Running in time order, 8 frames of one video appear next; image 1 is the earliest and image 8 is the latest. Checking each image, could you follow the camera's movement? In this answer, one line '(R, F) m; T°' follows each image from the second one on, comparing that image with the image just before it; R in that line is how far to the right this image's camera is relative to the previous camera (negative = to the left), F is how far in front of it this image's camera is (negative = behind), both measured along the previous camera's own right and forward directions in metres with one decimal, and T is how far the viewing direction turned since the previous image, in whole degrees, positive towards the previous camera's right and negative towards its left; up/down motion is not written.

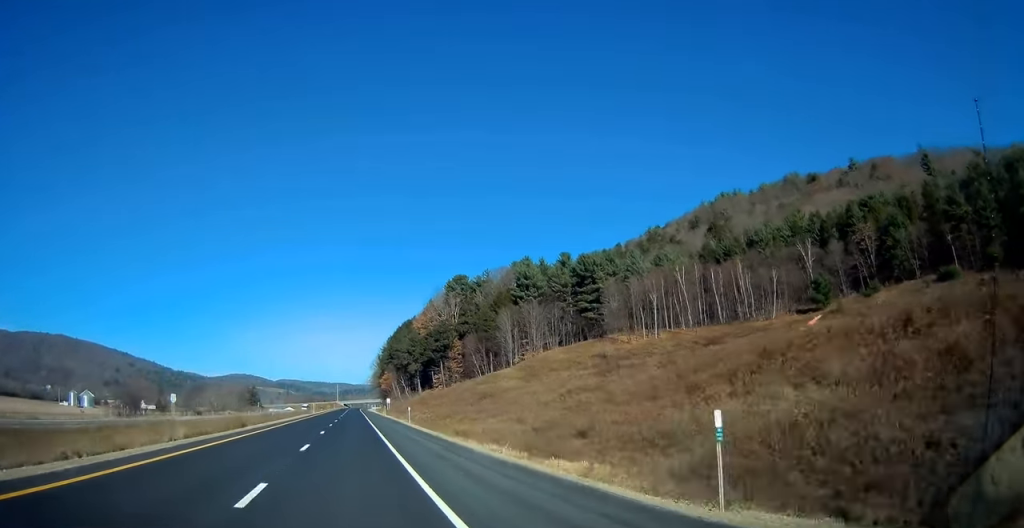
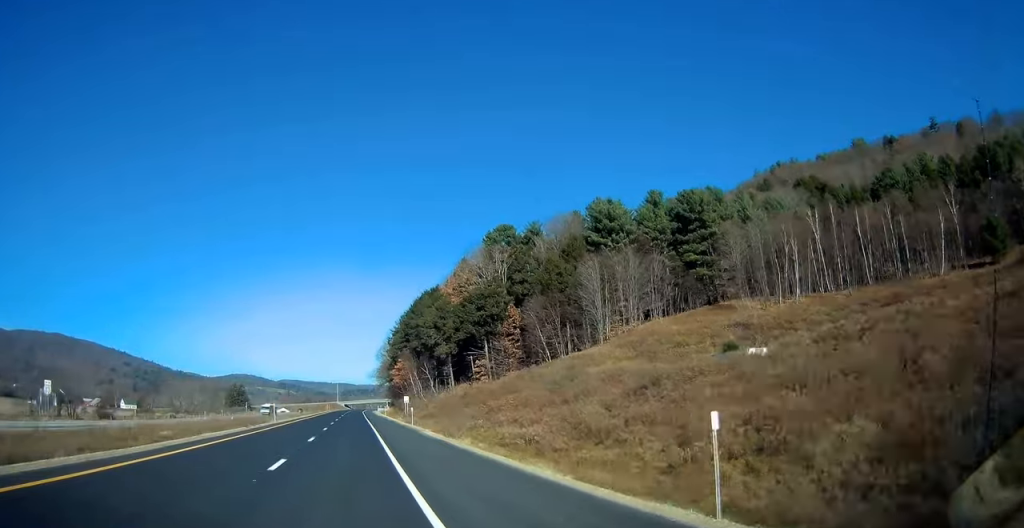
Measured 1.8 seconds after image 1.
(0.0, +55.5) m; 0°
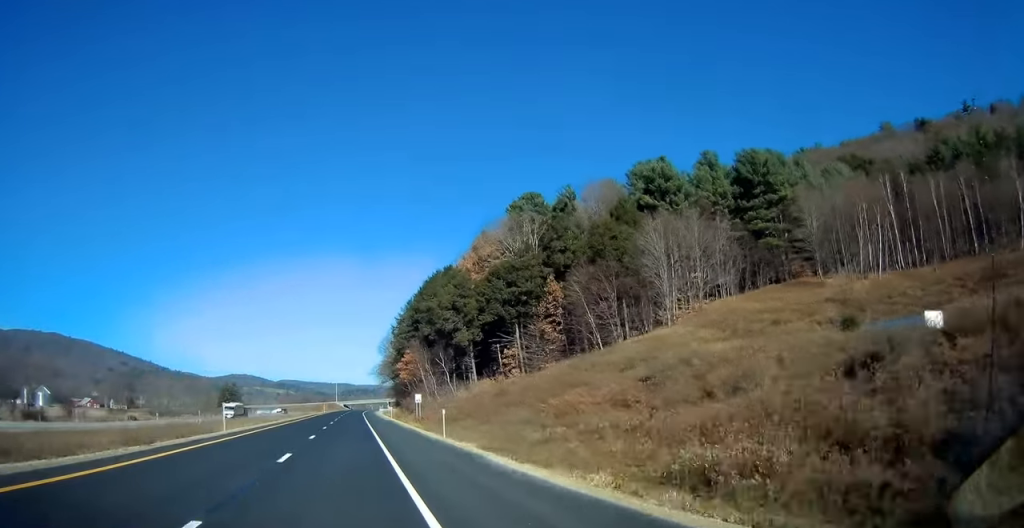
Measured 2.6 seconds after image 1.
(0.0, +22.2) m; 0°
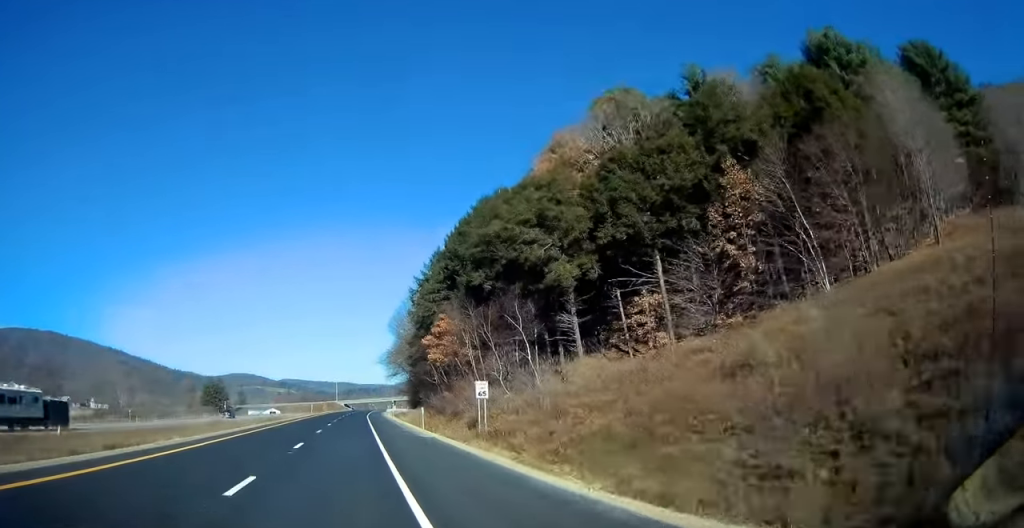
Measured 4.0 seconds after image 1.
(0.0, +43.4) m; 0°
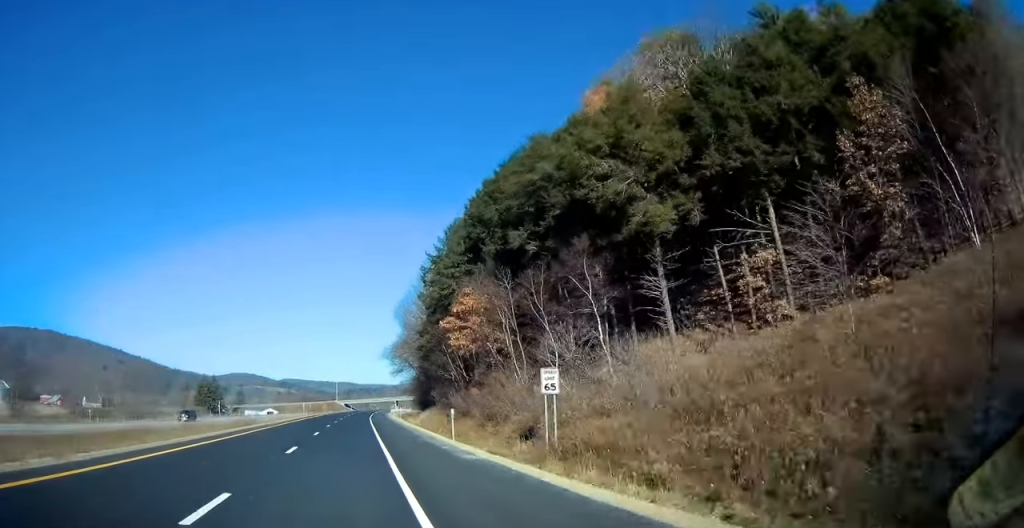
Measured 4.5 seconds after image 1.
(0.0, +15.1) m; 0°
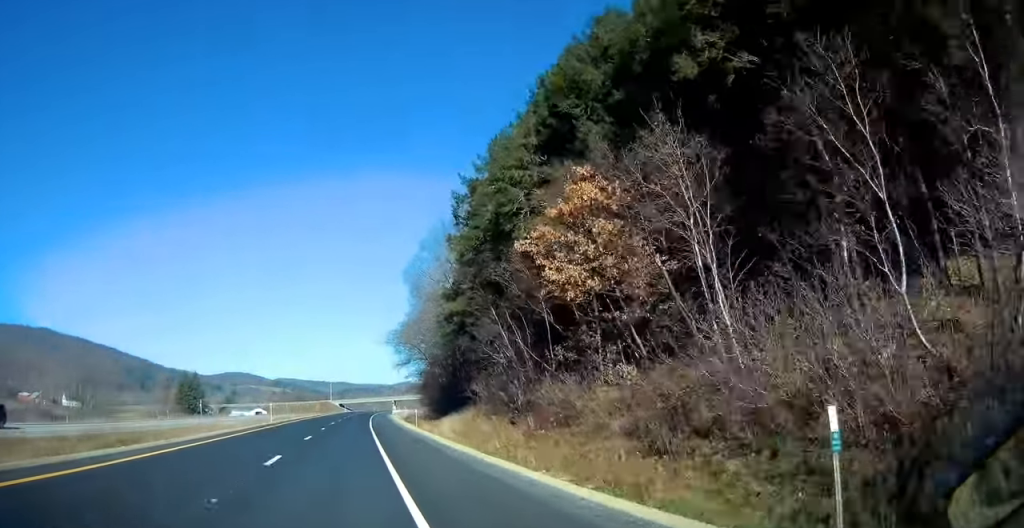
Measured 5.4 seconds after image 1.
(0.0, +28.3) m; 0°
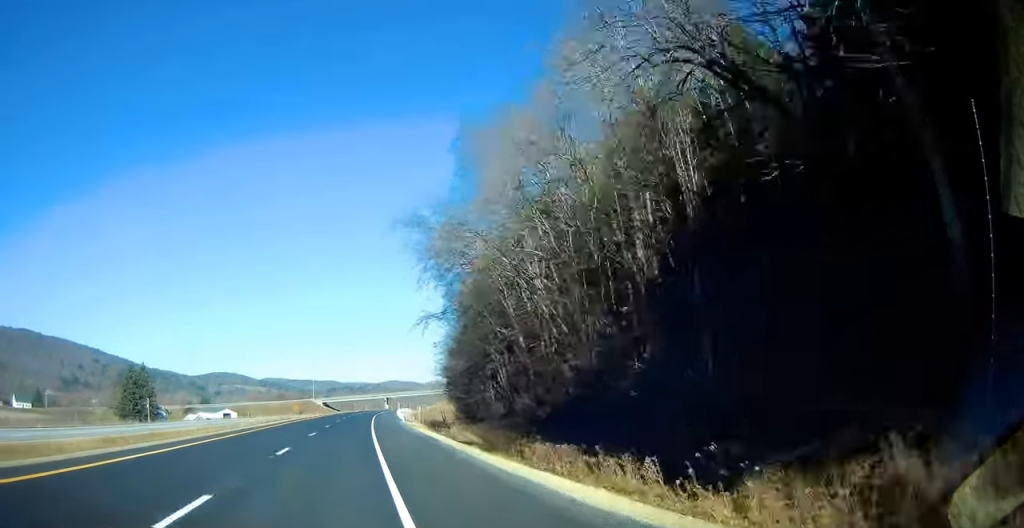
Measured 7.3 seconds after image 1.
(+0.5, +57.7) m; +1°
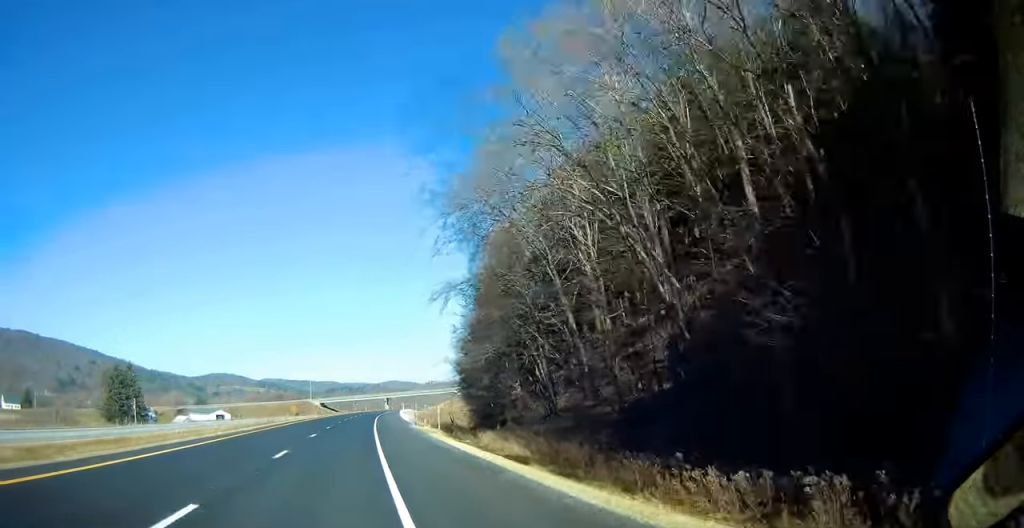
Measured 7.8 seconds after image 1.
(0.0, +13.1) m; 0°
